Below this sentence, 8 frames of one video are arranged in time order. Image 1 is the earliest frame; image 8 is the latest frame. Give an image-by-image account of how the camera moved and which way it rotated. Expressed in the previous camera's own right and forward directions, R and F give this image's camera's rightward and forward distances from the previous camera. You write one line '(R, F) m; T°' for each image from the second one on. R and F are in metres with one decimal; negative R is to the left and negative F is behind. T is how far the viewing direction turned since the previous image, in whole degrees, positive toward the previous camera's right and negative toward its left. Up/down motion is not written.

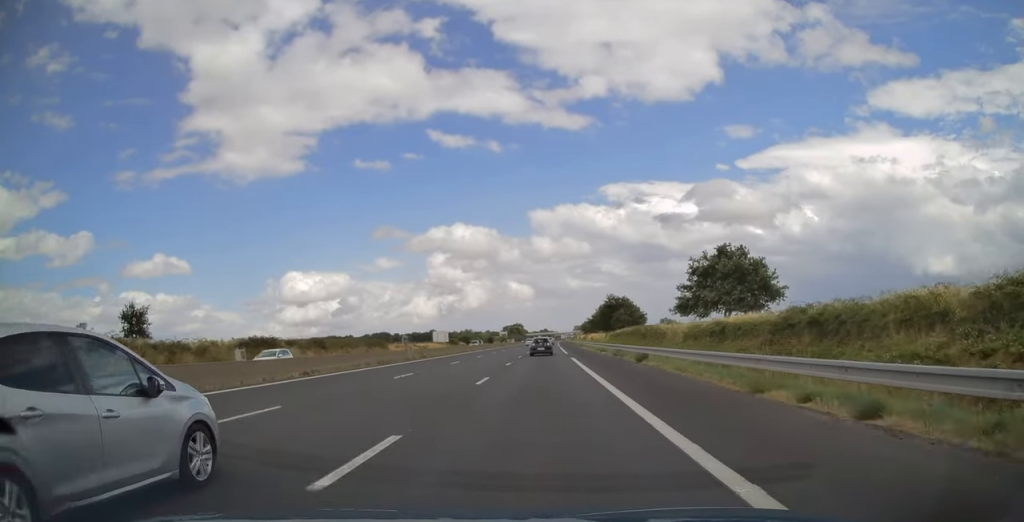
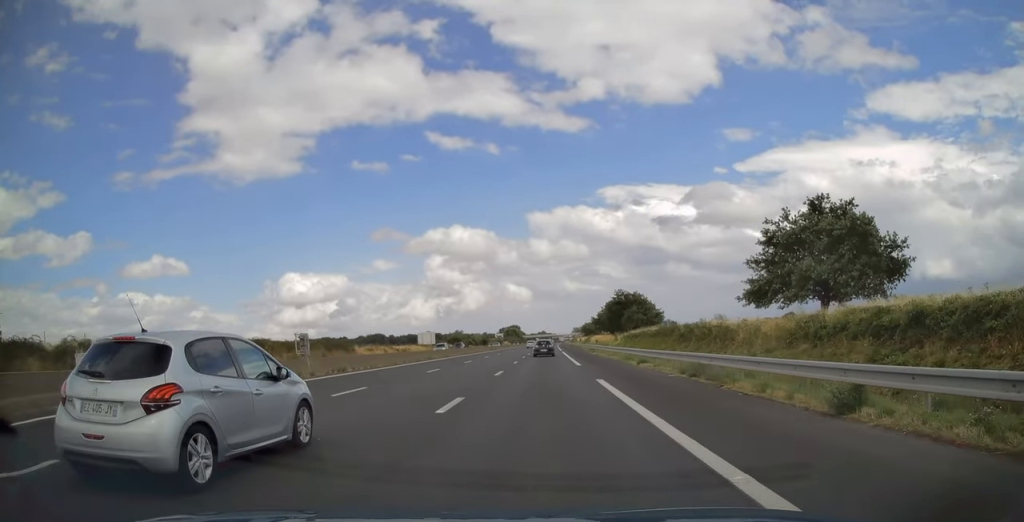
(0.0, +20.0) m; 0°
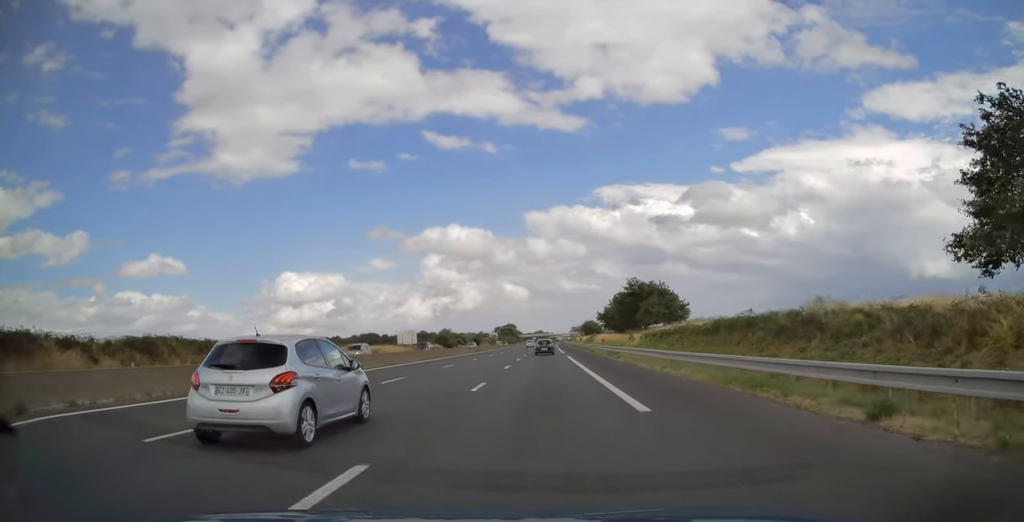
(+0.3, +21.1) m; 0°
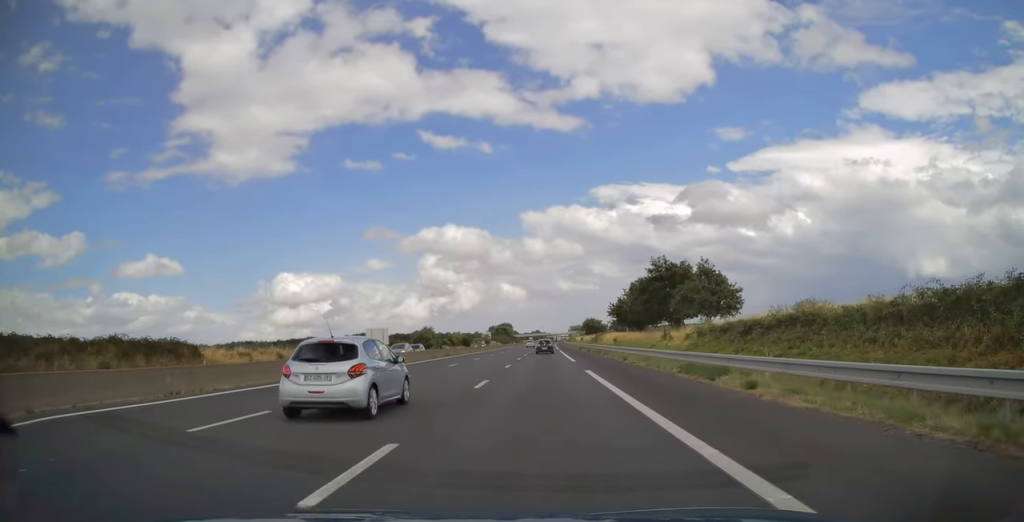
(-0.1, +24.9) m; 0°
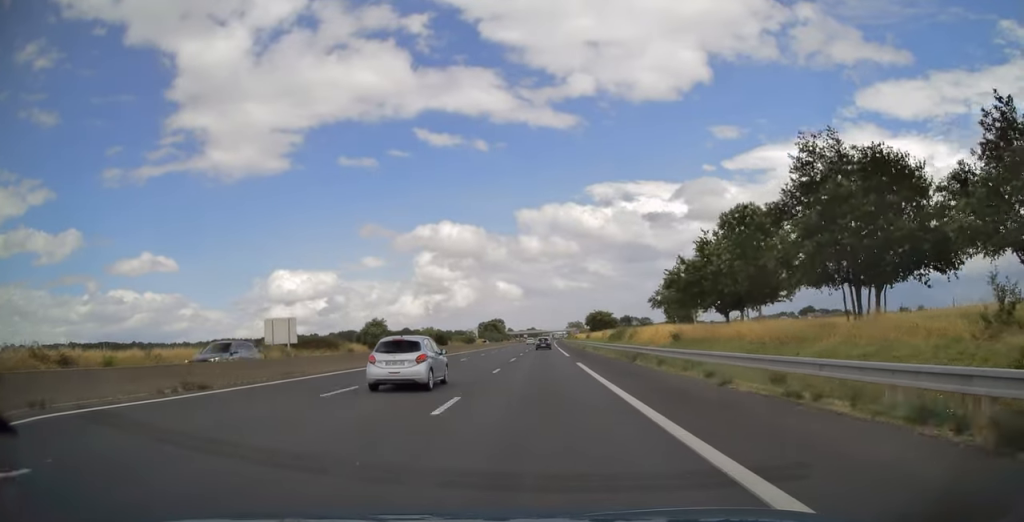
(+0.3, +46.1) m; +1°
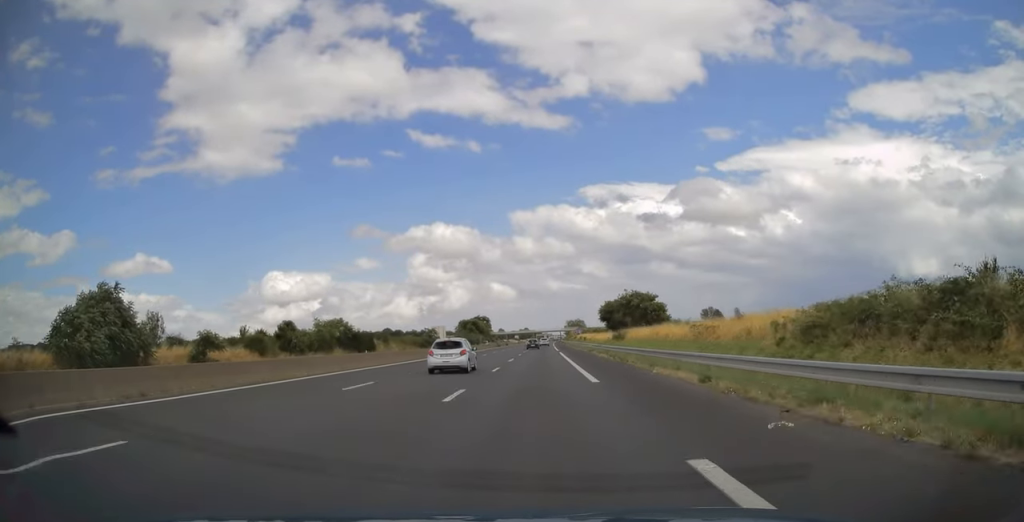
(0.0, +76.2) m; 0°
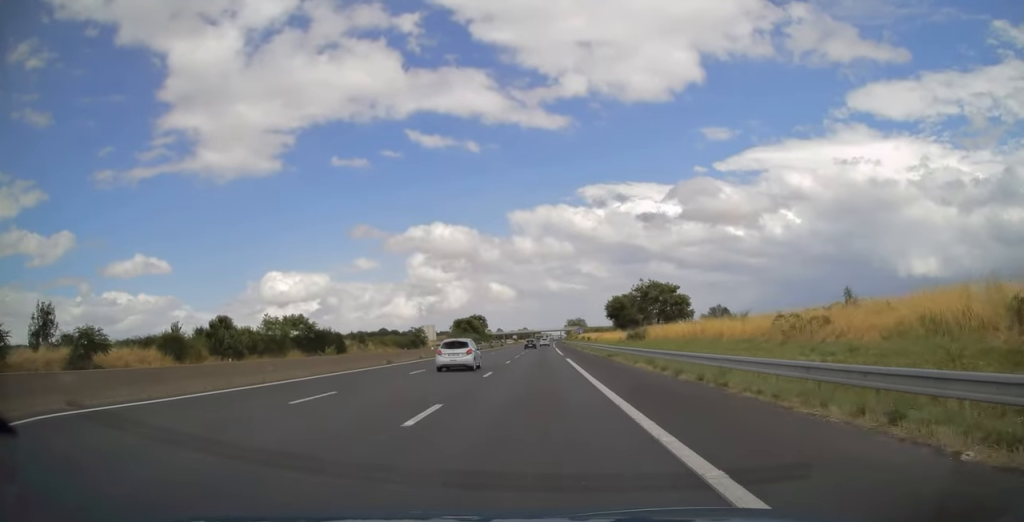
(-0.1, +16.9) m; 0°
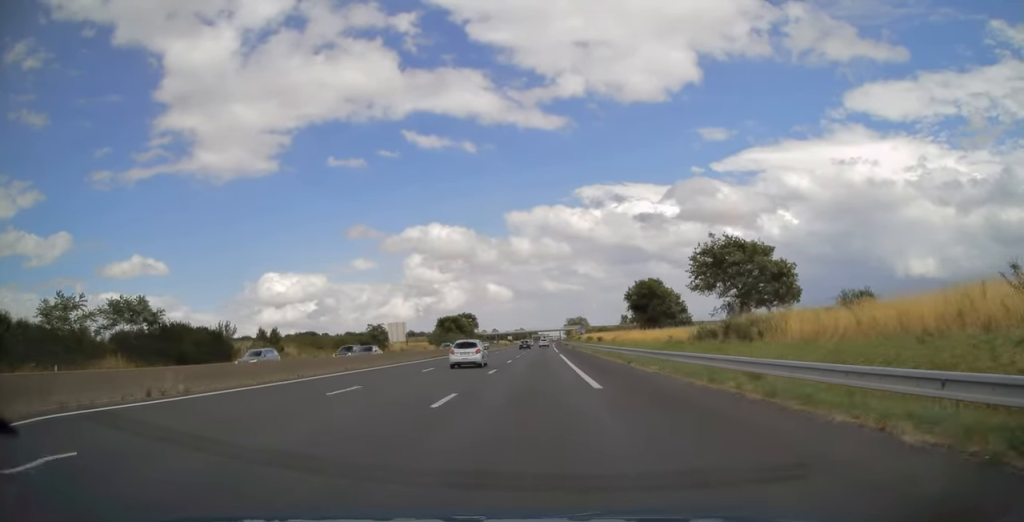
(+0.4, +36.5) m; 0°
